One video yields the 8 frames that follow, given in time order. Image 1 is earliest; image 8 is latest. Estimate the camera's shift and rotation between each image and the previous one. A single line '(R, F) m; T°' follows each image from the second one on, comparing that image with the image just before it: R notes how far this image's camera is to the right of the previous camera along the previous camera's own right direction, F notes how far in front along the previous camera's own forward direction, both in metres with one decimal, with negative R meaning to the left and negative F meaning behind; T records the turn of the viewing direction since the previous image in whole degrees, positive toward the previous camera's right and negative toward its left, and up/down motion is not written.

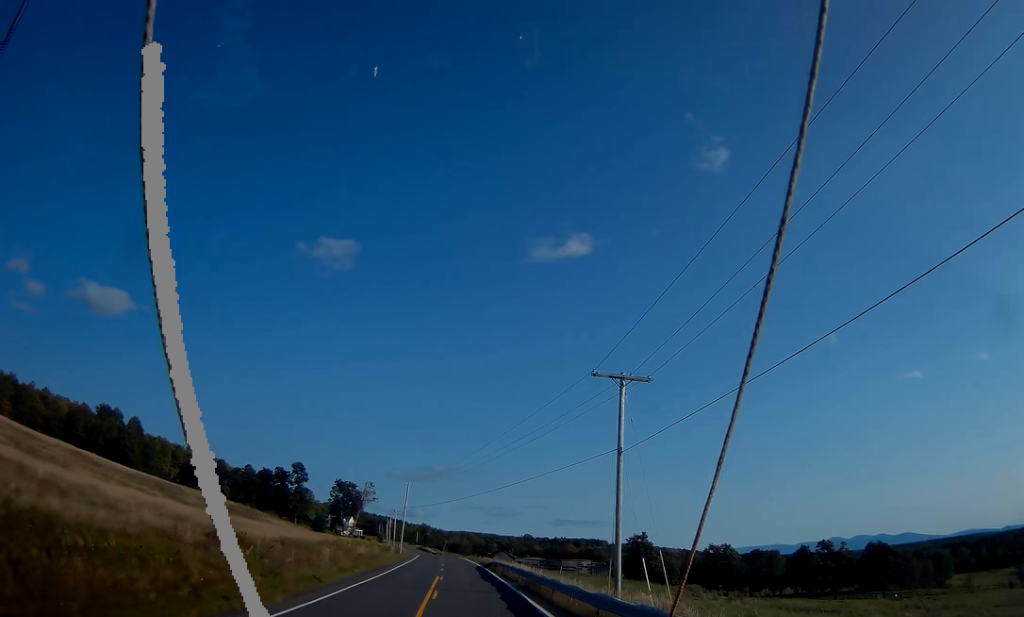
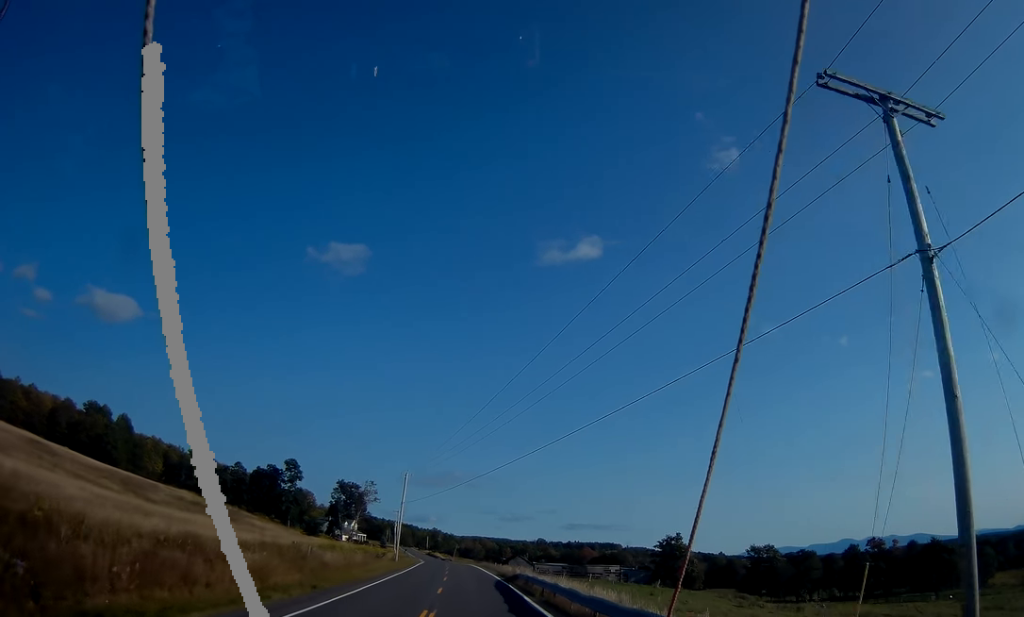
(+0.1, +18.7) m; -1°
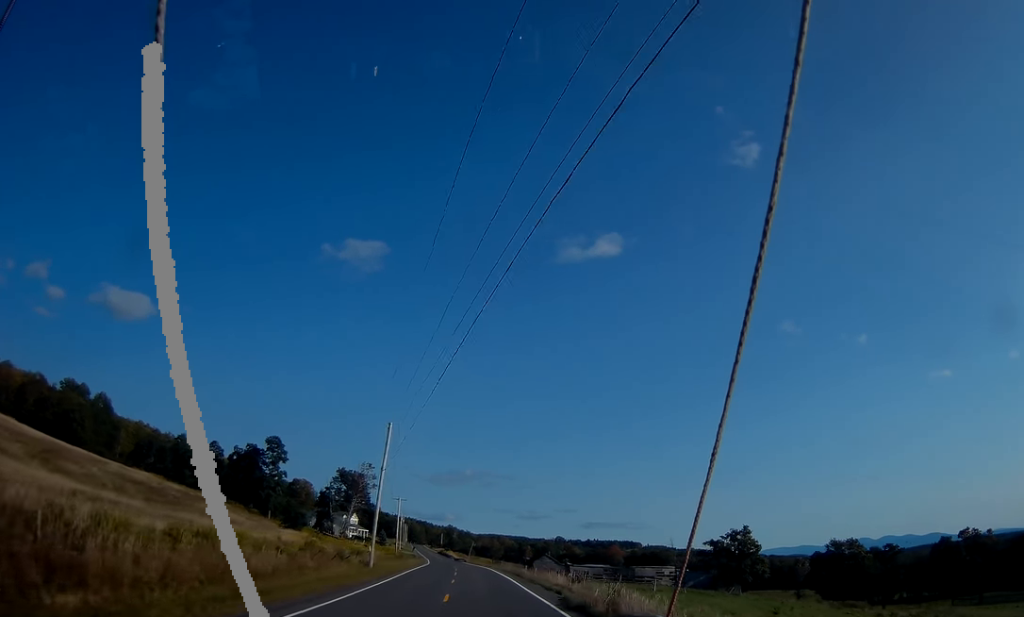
(-0.4, +29.3) m; -1°
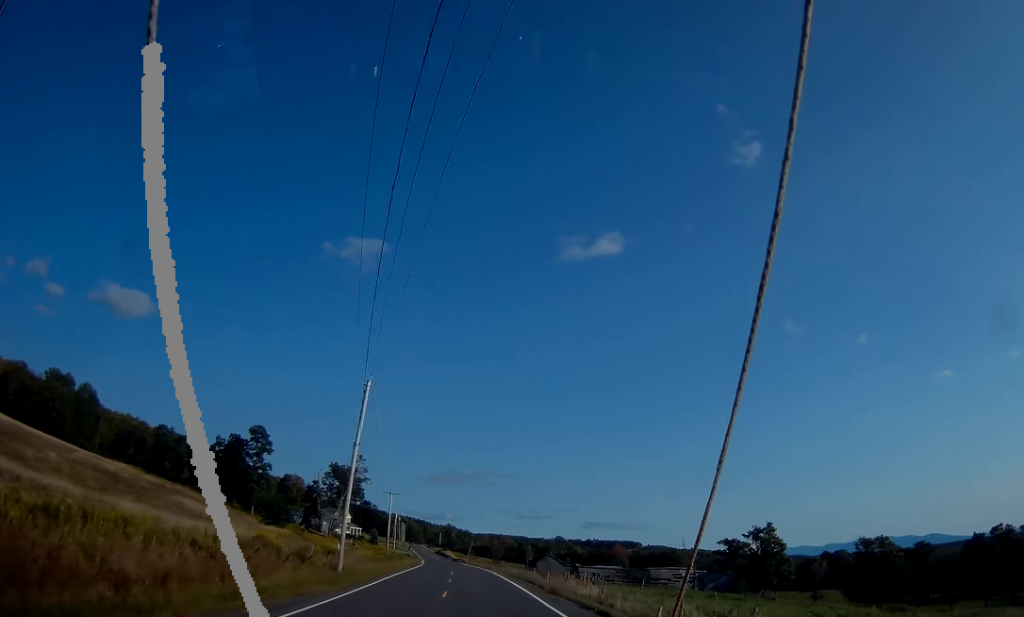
(-0.1, +10.6) m; 0°
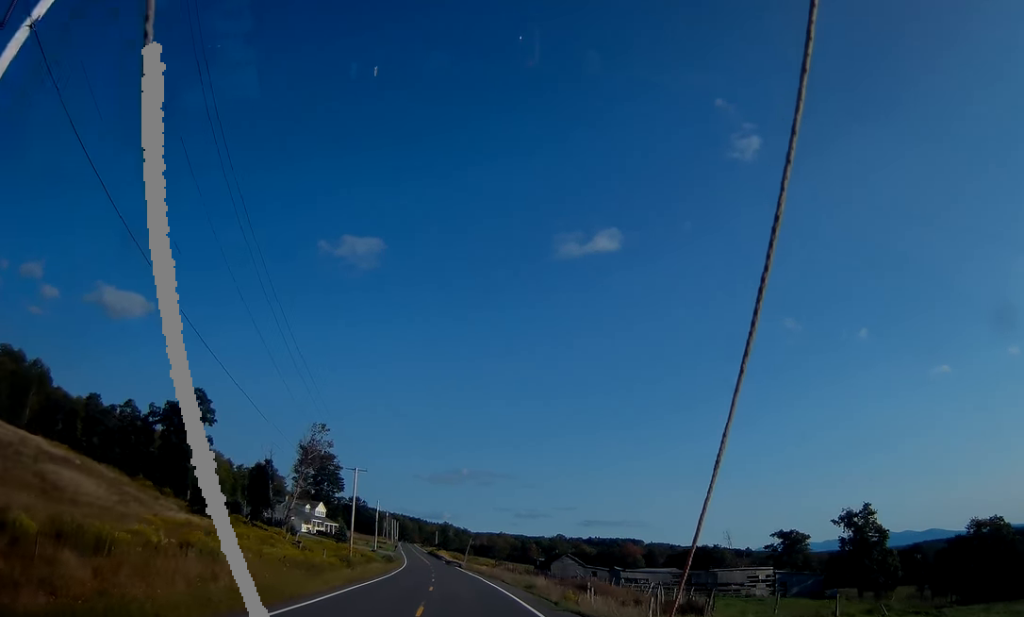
(-0.2, +30.3) m; 0°
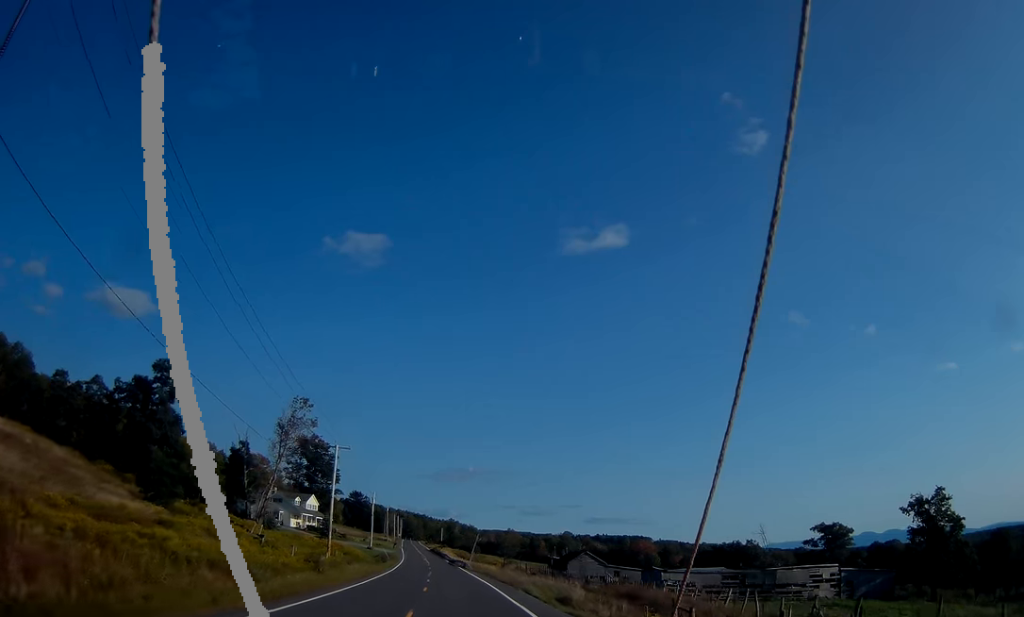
(-0.1, +14.0) m; 0°
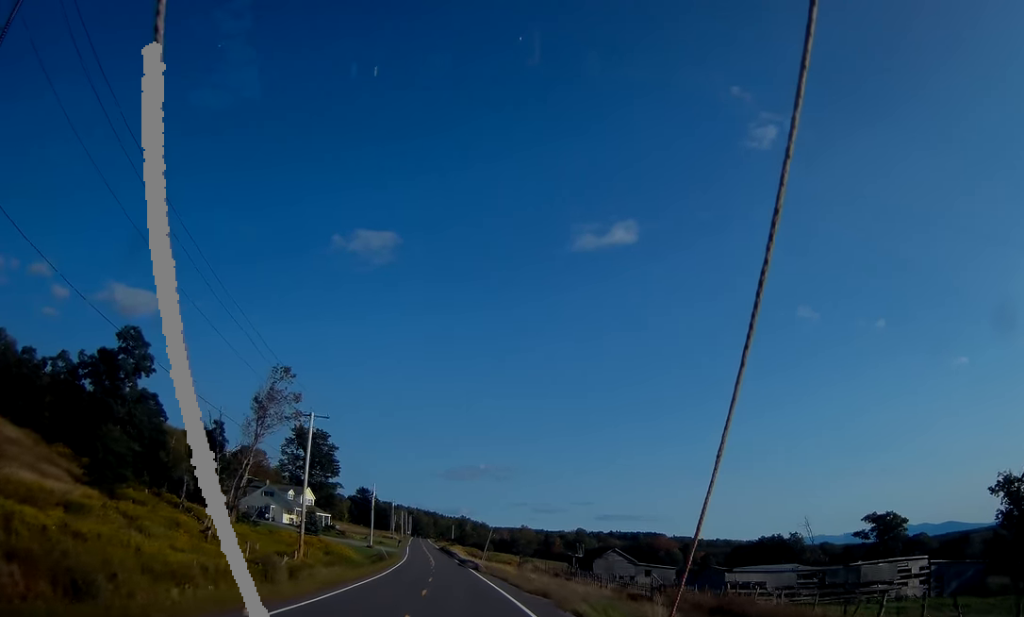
(+0.2, +13.3) m; -1°
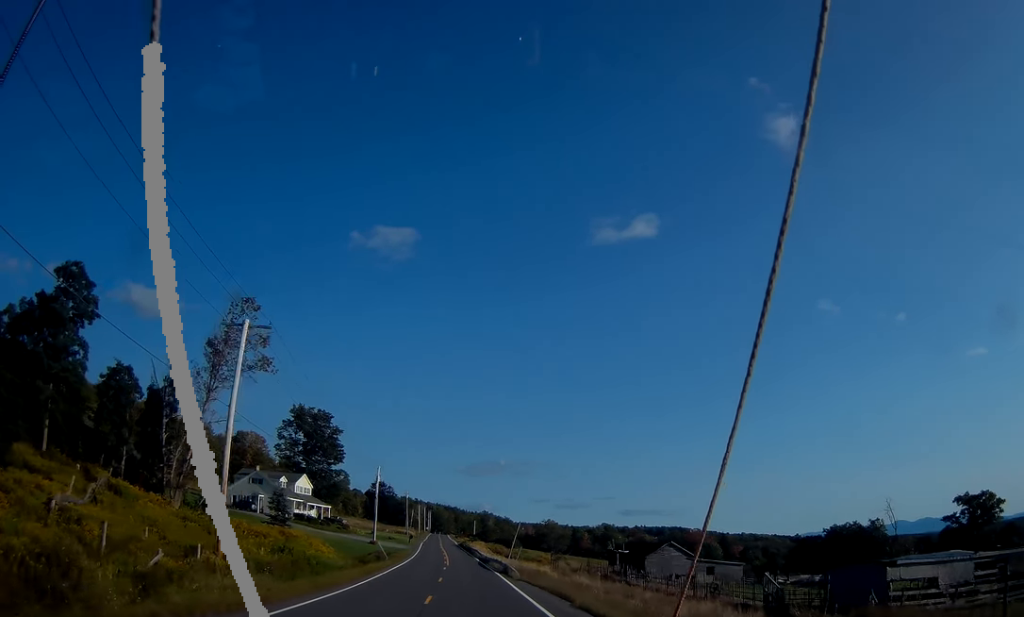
(-0.1, +18.2) m; -2°
